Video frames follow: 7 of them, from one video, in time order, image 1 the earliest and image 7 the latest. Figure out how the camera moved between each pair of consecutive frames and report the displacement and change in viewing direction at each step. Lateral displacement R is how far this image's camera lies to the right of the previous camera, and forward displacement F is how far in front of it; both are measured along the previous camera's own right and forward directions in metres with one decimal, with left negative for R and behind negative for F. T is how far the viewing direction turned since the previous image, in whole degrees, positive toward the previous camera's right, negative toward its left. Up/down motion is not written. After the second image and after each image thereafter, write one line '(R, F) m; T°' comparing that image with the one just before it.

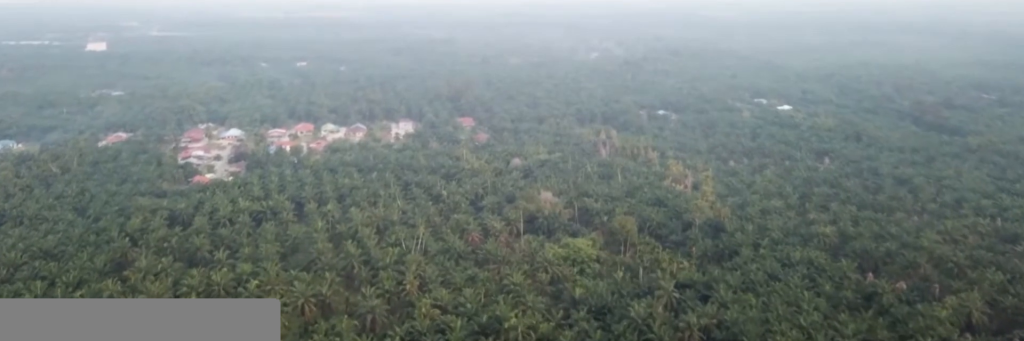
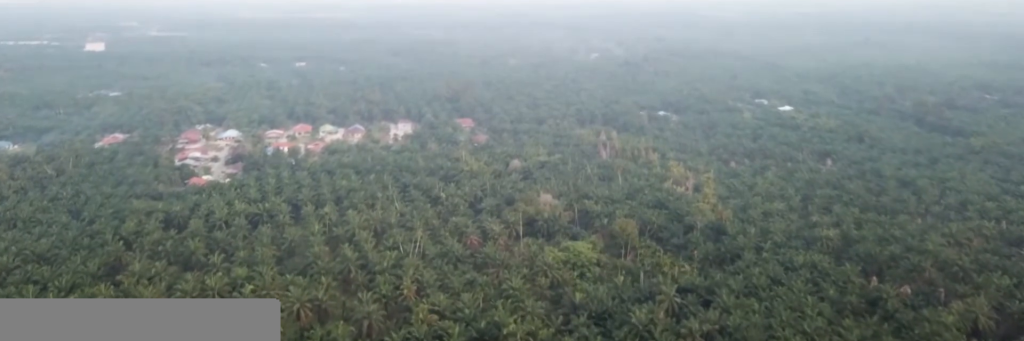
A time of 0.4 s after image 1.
(0.0, +3.9) m; 0°
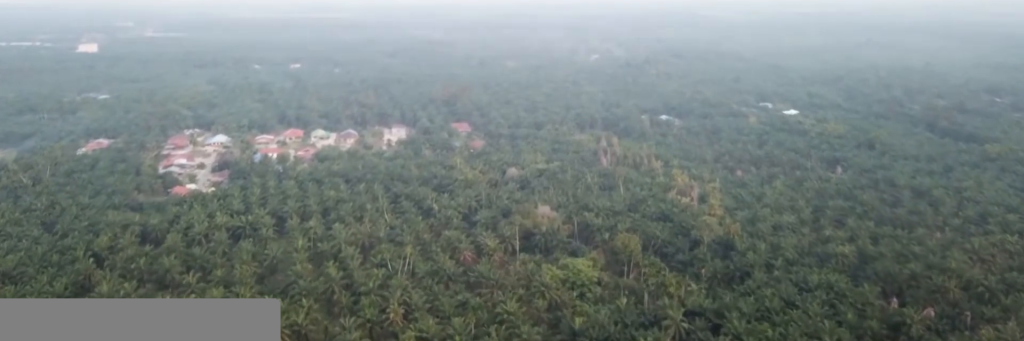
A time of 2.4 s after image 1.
(0.0, +17.8) m; 0°
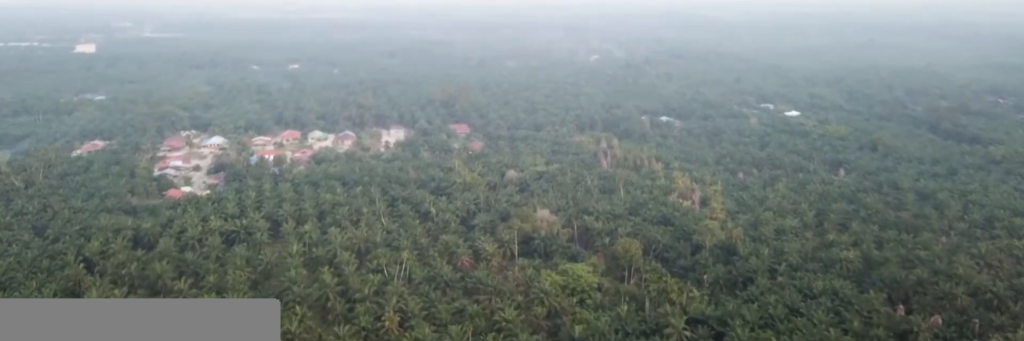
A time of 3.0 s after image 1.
(0.0, +5.7) m; 0°
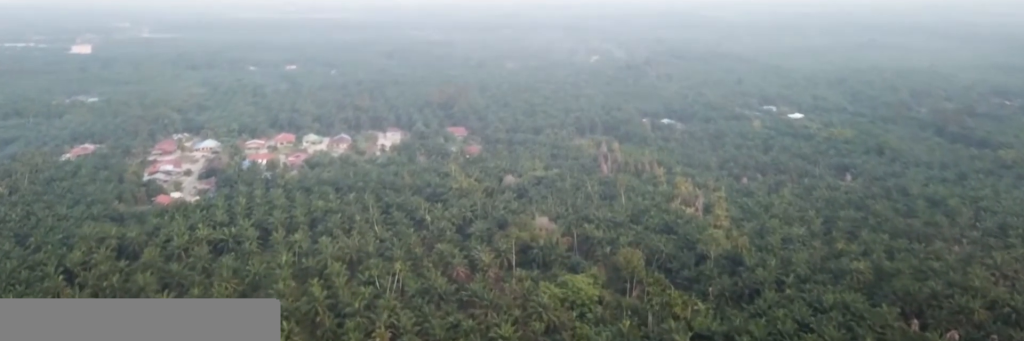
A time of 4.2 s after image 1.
(0.0, +10.5) m; 0°
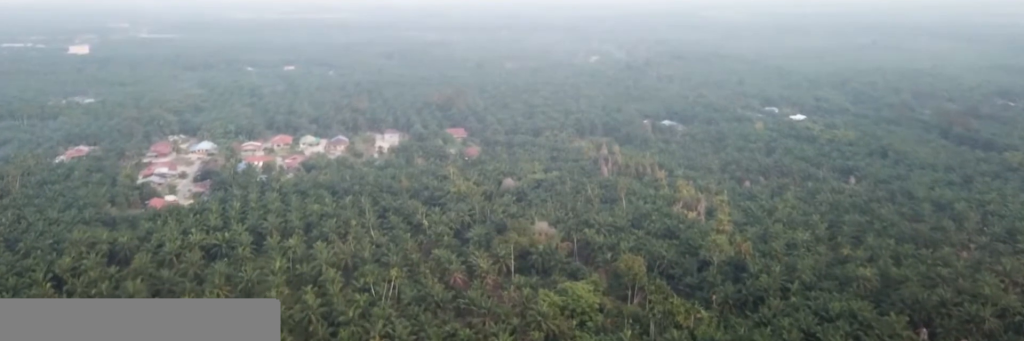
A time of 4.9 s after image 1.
(0.0, +6.3) m; 0°
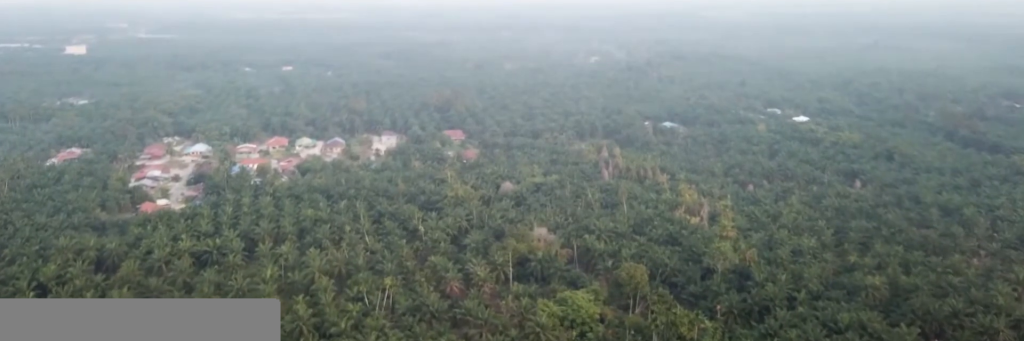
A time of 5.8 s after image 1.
(0.0, +7.8) m; 0°
